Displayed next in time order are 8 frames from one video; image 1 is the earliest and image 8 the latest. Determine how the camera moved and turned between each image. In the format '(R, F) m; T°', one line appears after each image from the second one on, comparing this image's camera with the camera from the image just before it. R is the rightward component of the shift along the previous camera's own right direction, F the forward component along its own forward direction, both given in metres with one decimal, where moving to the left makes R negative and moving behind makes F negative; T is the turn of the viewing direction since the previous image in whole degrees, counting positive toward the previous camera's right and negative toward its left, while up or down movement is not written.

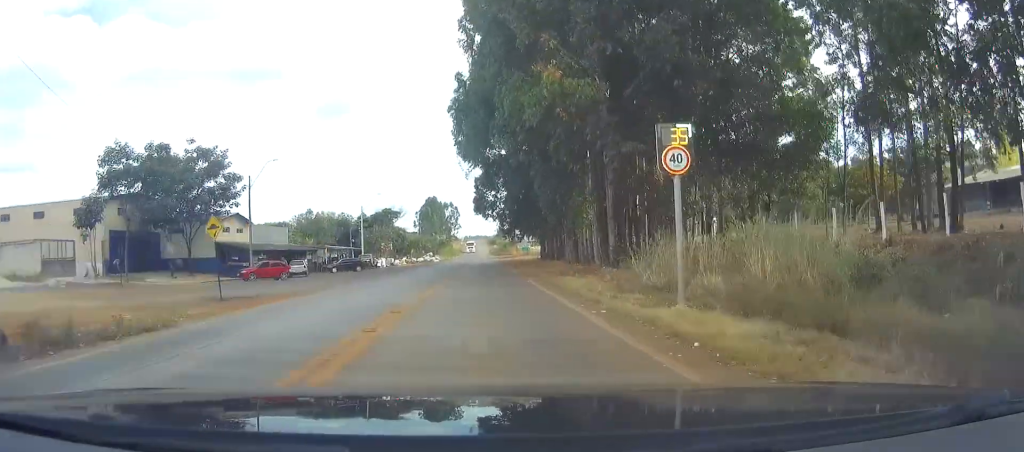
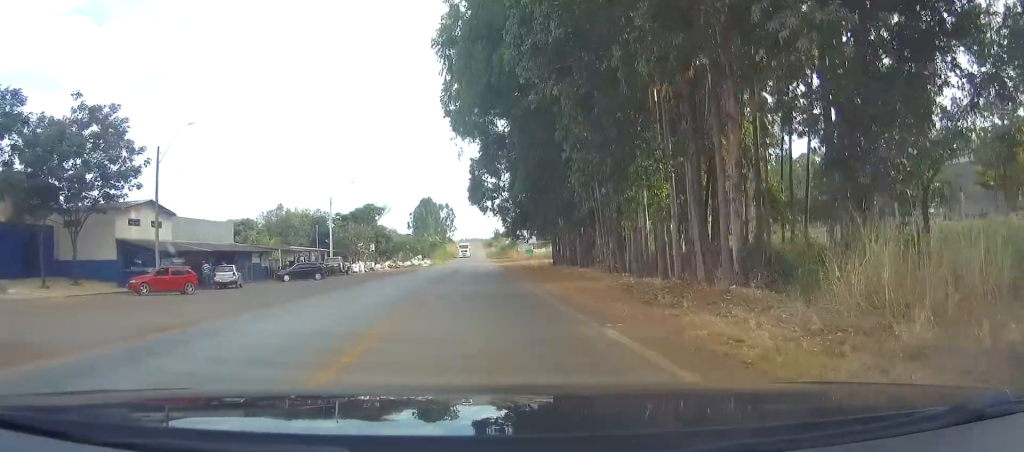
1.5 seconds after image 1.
(0.0, +16.3) m; -1°
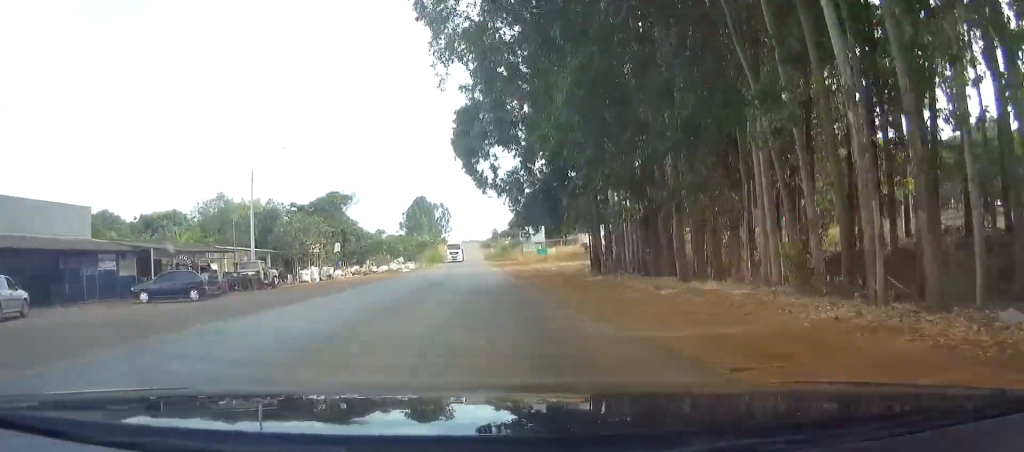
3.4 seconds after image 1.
(-0.1, +23.1) m; 0°
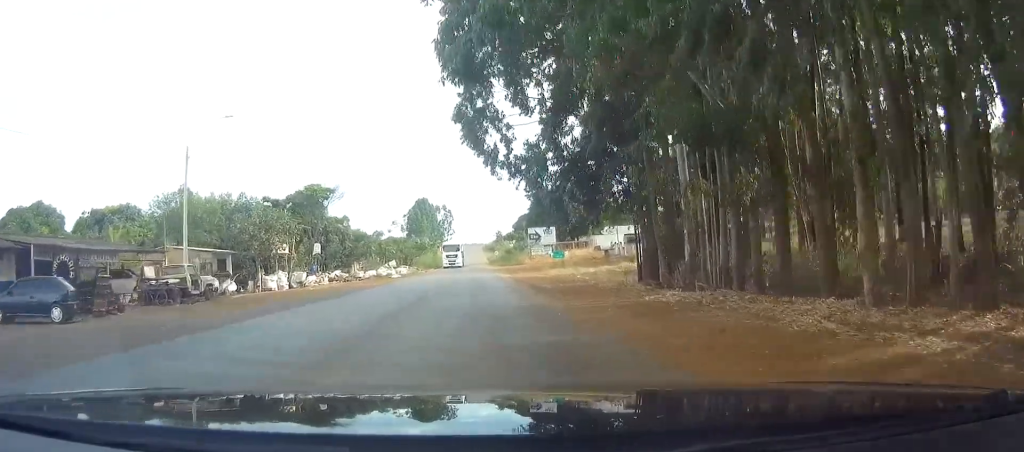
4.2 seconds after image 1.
(-0.1, +11.0) m; +1°
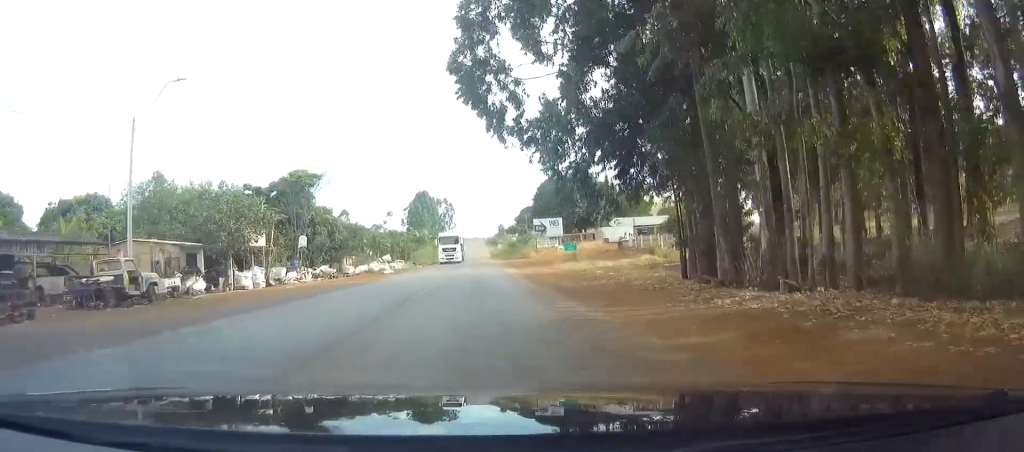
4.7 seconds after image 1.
(+0.1, +6.2) m; 0°
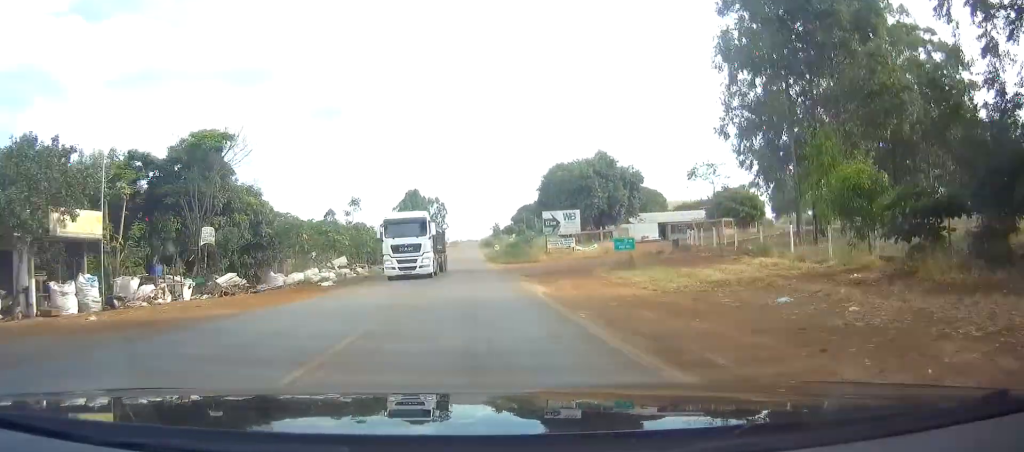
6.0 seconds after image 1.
(+0.1, +20.6) m; 0°
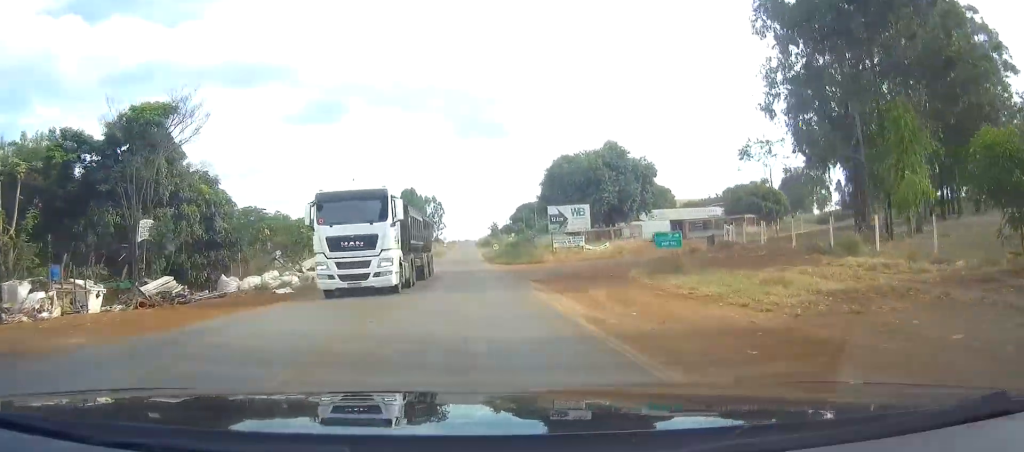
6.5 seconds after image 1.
(0.0, +7.7) m; 0°
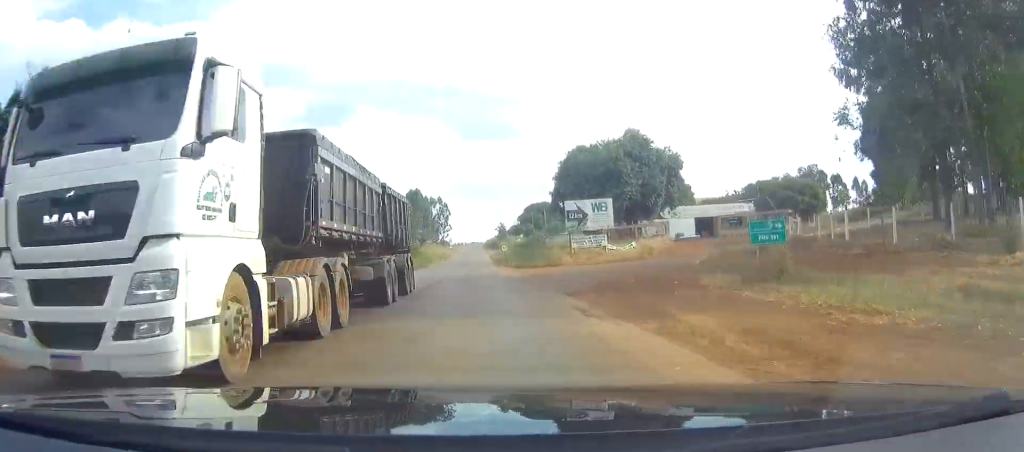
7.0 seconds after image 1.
(0.0, +7.9) m; 0°
